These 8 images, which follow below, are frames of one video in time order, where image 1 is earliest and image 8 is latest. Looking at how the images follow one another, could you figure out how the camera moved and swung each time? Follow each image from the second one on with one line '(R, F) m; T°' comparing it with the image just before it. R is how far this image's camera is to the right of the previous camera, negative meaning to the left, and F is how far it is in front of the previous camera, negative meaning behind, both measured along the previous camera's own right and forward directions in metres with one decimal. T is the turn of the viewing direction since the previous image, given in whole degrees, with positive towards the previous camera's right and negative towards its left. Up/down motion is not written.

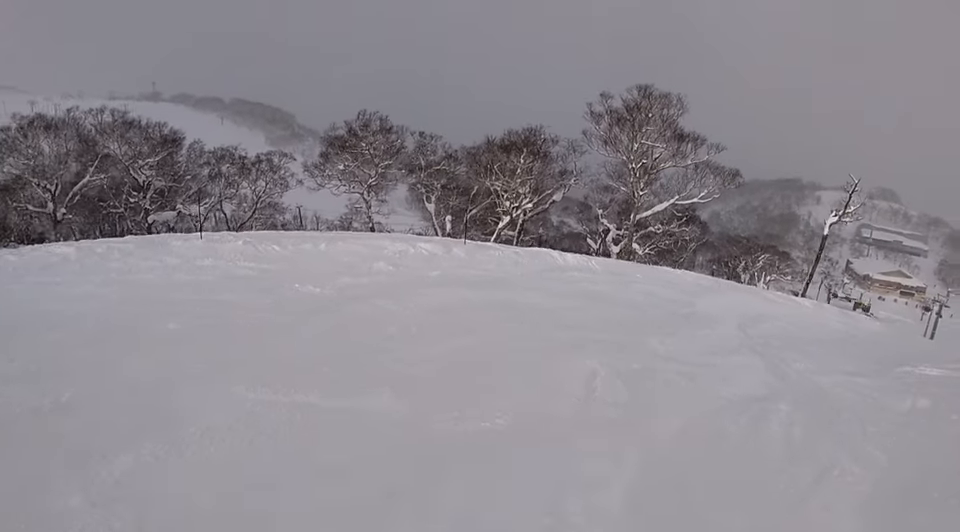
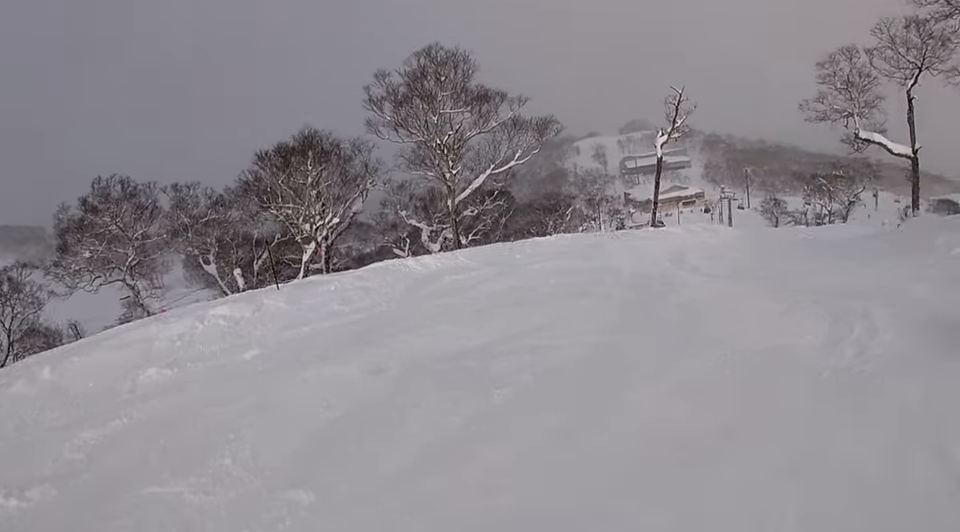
(-0.2, +6.5) m; +19°
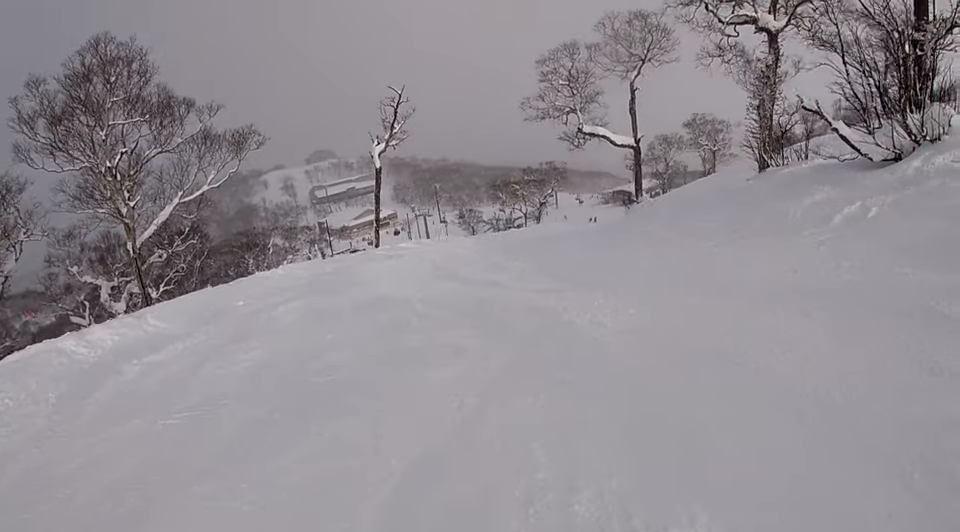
(+1.5, +4.5) m; +27°
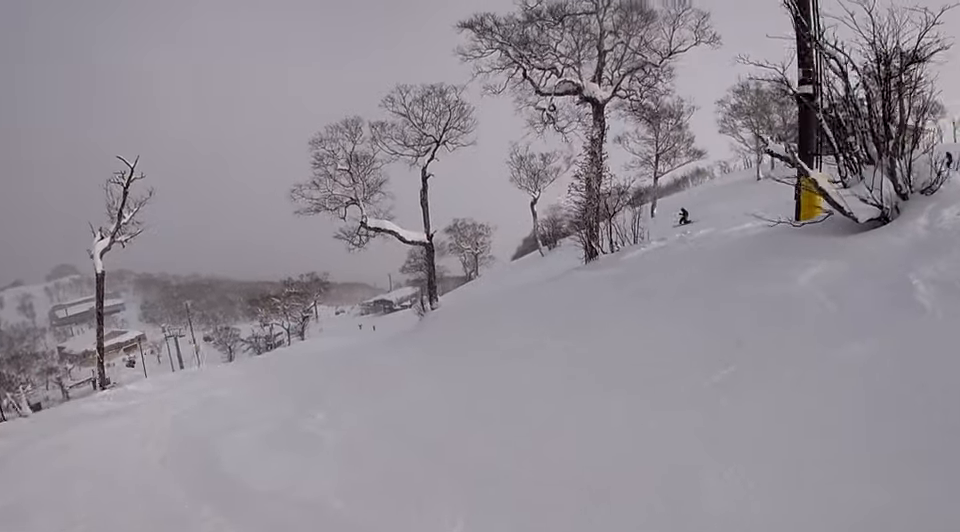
(+1.8, +7.1) m; +19°
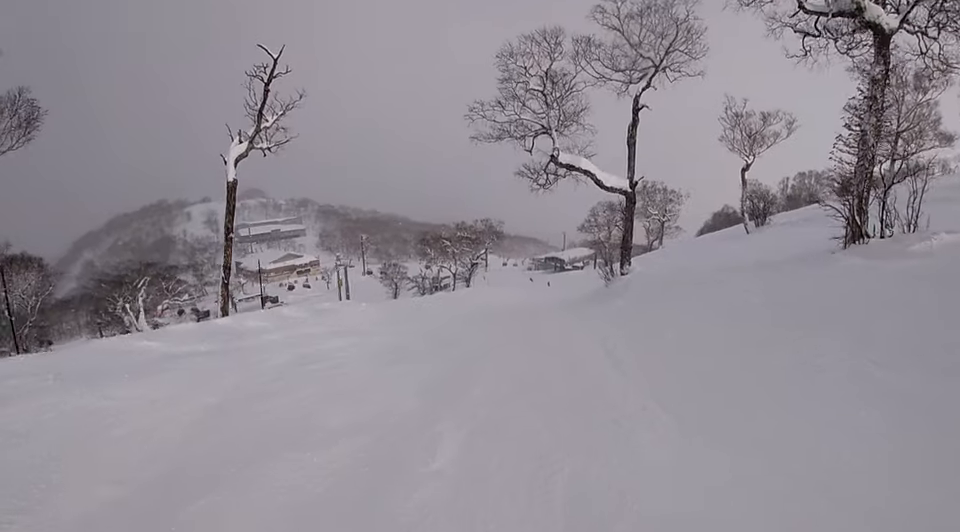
(+0.3, +4.9) m; +4°
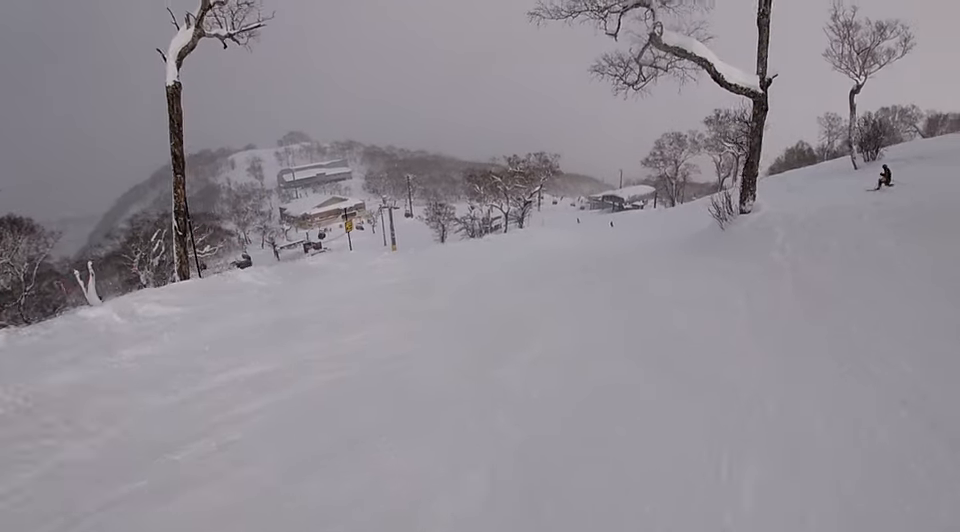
(+0.2, +6.2) m; +2°
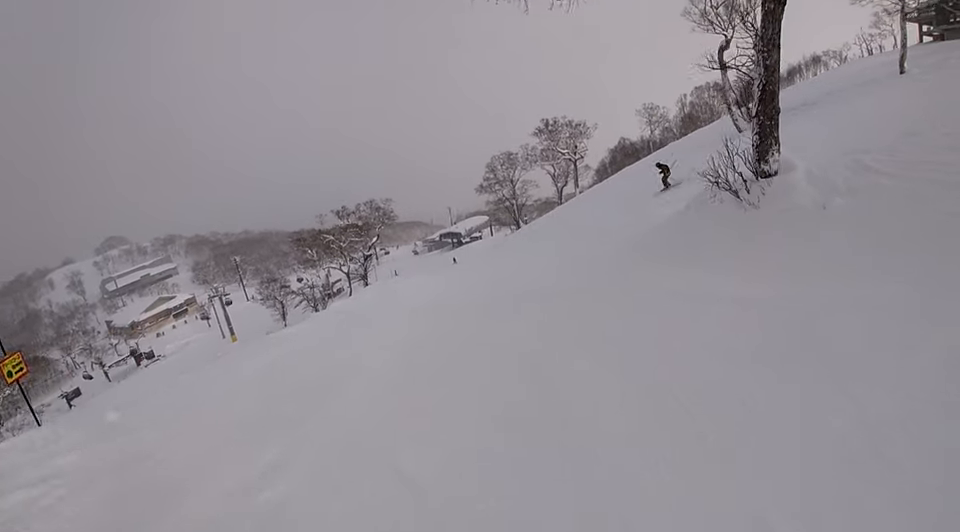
(0.0, +8.8) m; +2°
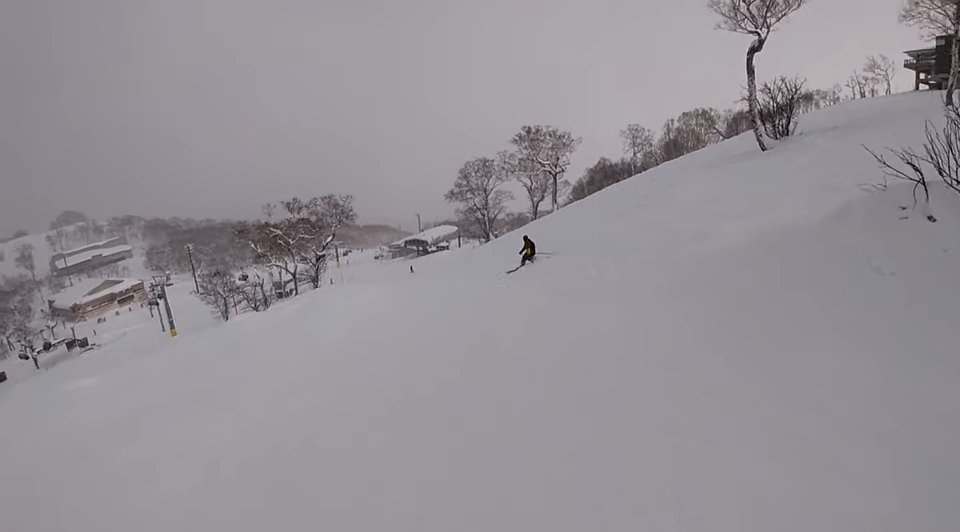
(+0.1, +6.8) m; +2°
